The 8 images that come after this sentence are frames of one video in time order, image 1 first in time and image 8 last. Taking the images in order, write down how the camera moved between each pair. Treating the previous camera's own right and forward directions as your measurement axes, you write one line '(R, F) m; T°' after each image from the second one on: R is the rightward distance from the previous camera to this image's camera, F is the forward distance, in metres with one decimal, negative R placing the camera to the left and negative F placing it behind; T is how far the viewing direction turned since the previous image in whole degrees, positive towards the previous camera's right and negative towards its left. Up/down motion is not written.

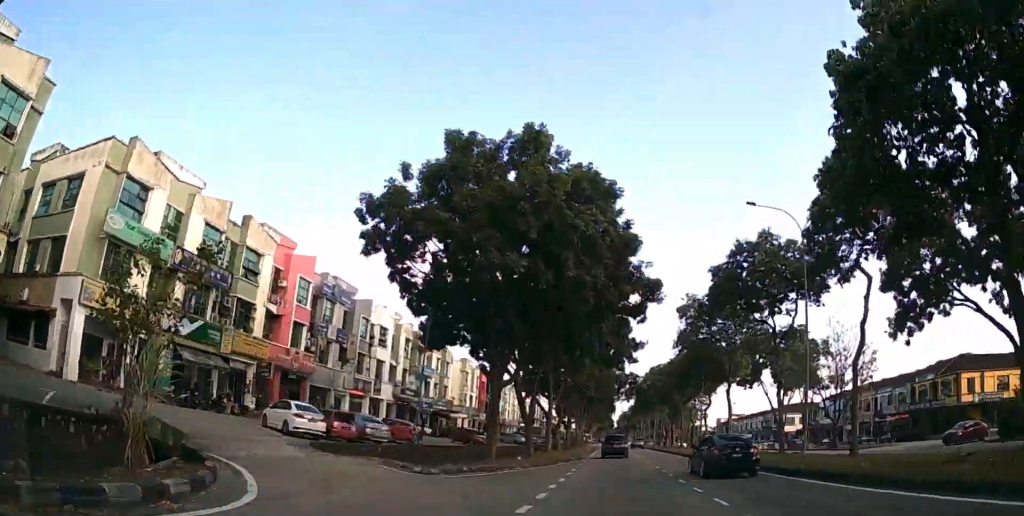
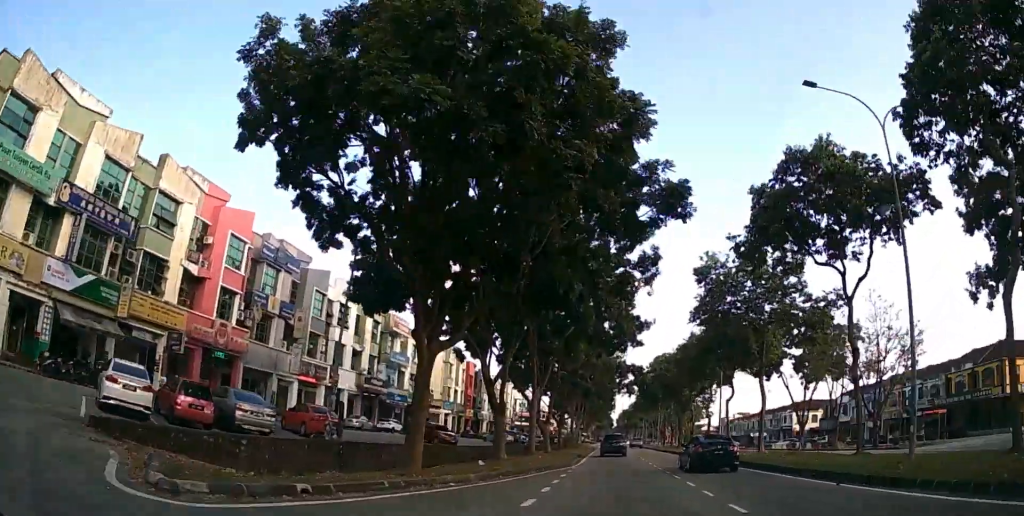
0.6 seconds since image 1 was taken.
(0.0, +10.6) m; 0°
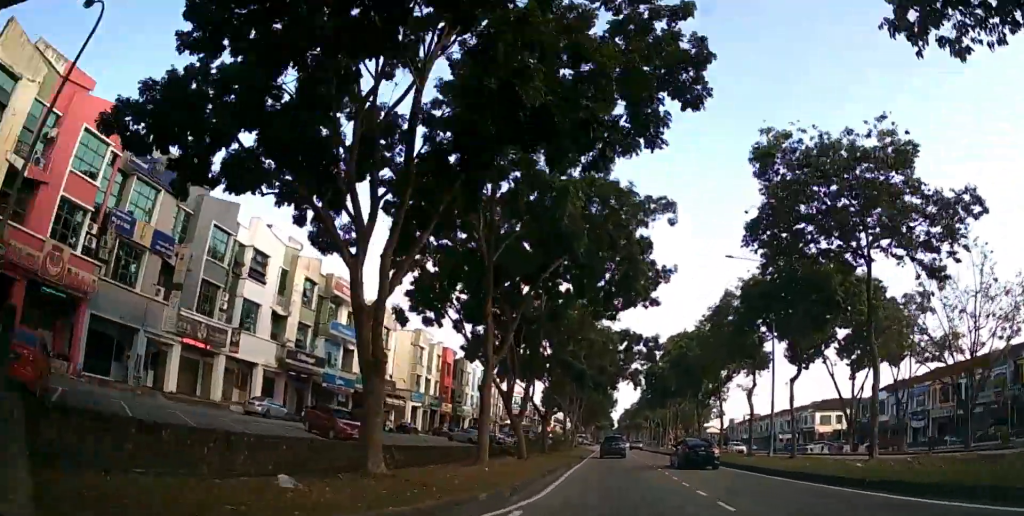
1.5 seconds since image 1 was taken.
(0.0, +15.6) m; 0°
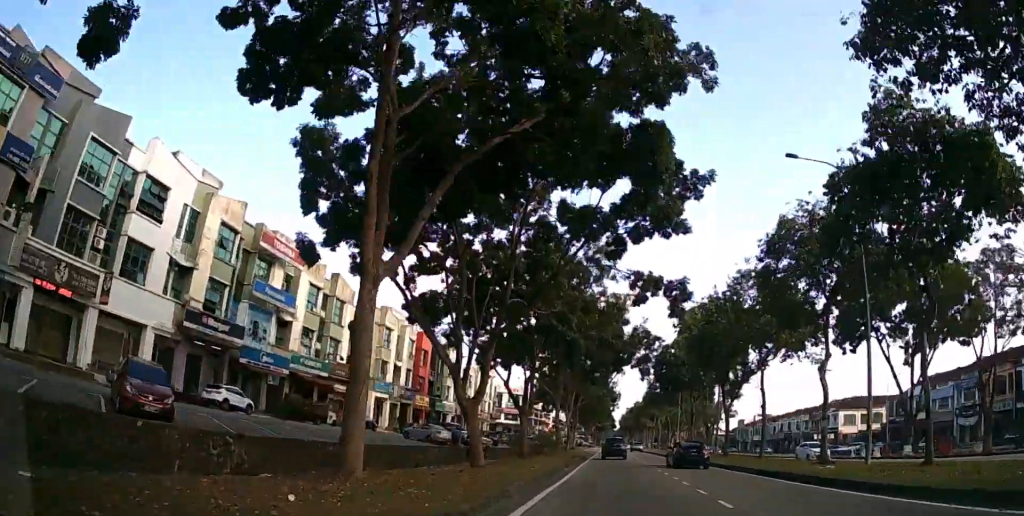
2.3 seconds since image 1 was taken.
(0.0, +13.6) m; 0°
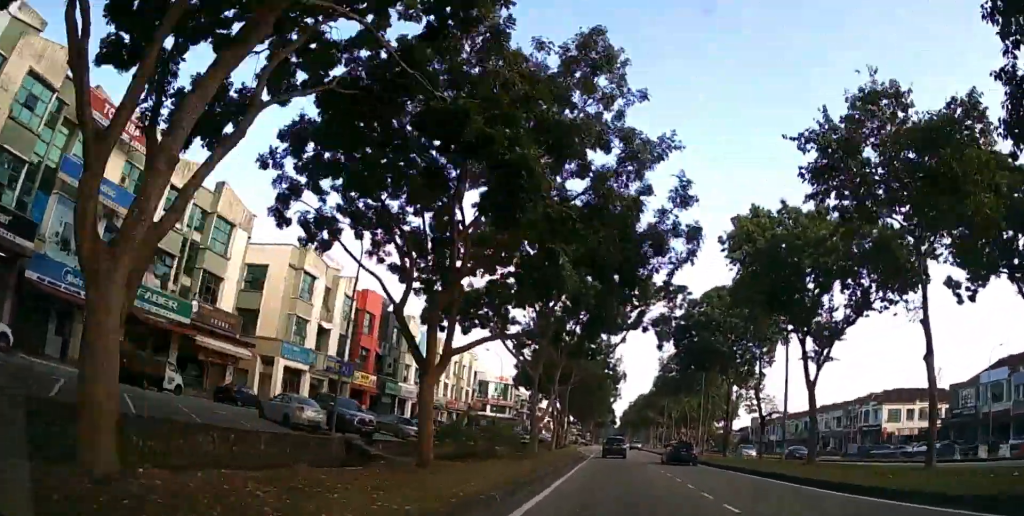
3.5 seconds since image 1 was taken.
(-0.1, +20.2) m; -1°
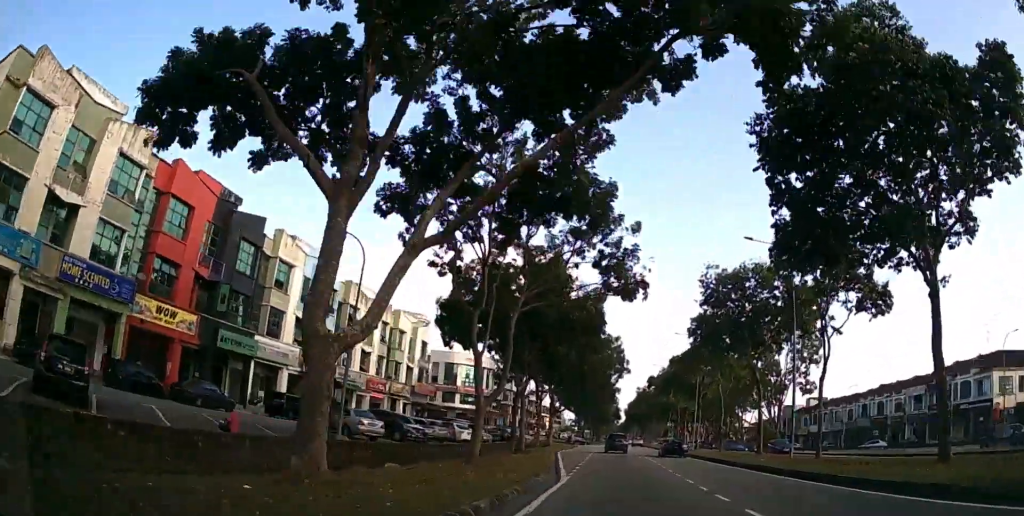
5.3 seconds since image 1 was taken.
(+0.1, +31.3) m; 0°
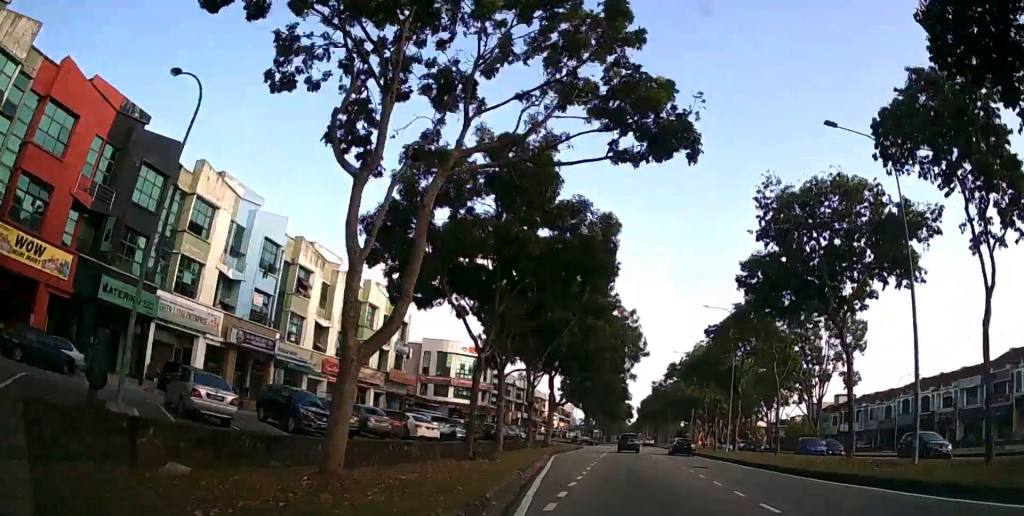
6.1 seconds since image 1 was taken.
(0.0, +12.4) m; -1°
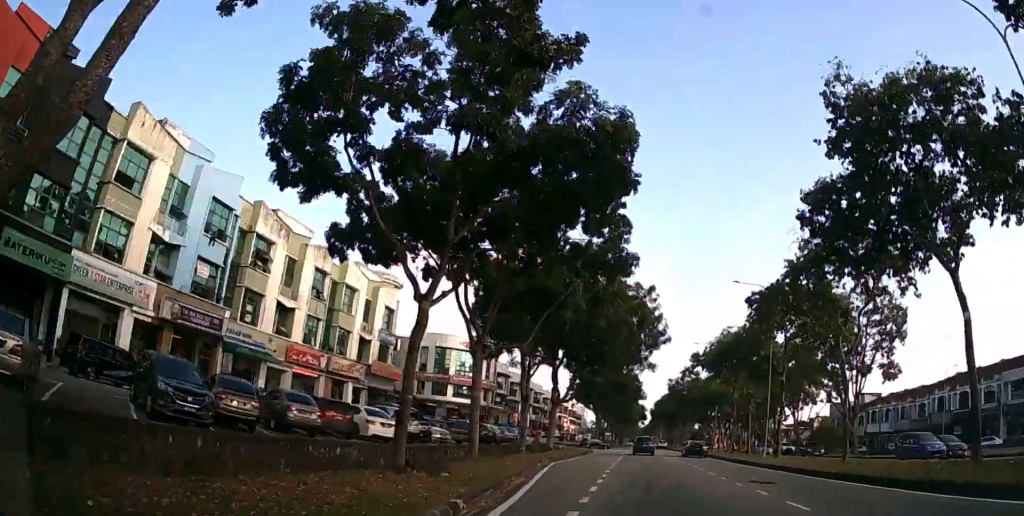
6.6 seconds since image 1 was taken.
(0.0, +8.2) m; -1°
